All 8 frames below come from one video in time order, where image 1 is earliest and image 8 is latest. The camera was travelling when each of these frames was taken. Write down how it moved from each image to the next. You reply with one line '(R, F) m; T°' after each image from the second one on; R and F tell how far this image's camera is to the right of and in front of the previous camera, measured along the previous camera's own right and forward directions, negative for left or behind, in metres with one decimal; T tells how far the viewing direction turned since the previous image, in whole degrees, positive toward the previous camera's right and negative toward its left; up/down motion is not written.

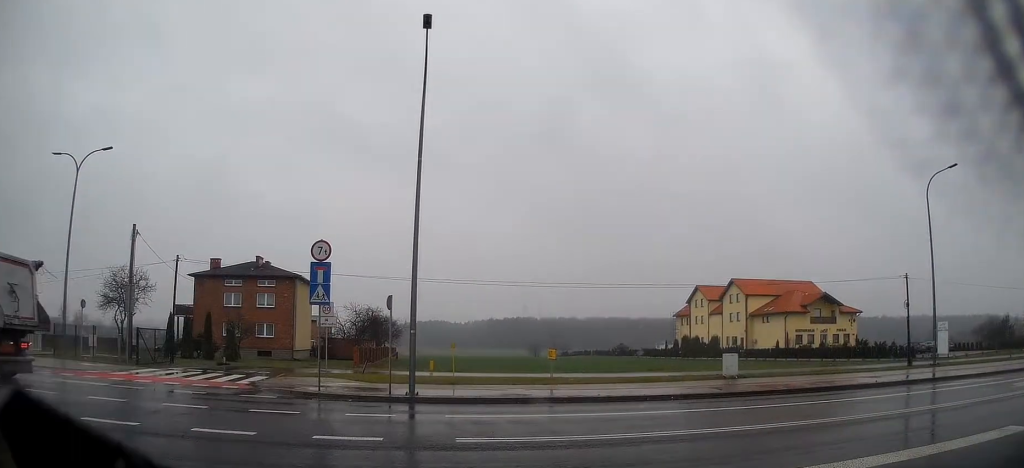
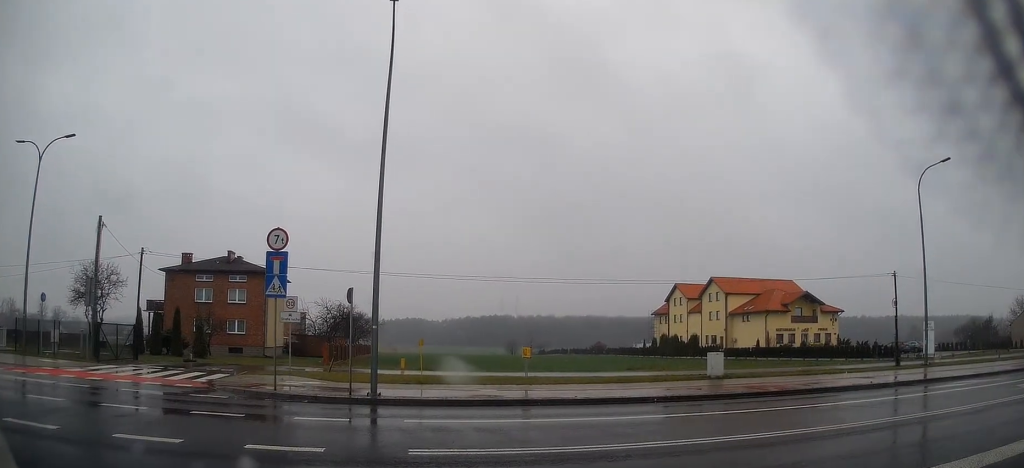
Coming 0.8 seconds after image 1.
(0.0, +1.7) m; +3°
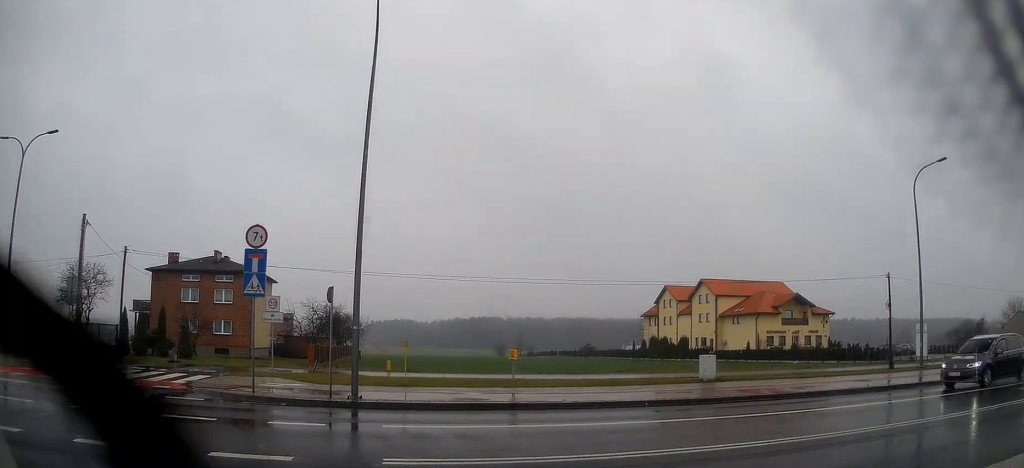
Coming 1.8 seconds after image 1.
(+0.1, +1.6) m; +5°
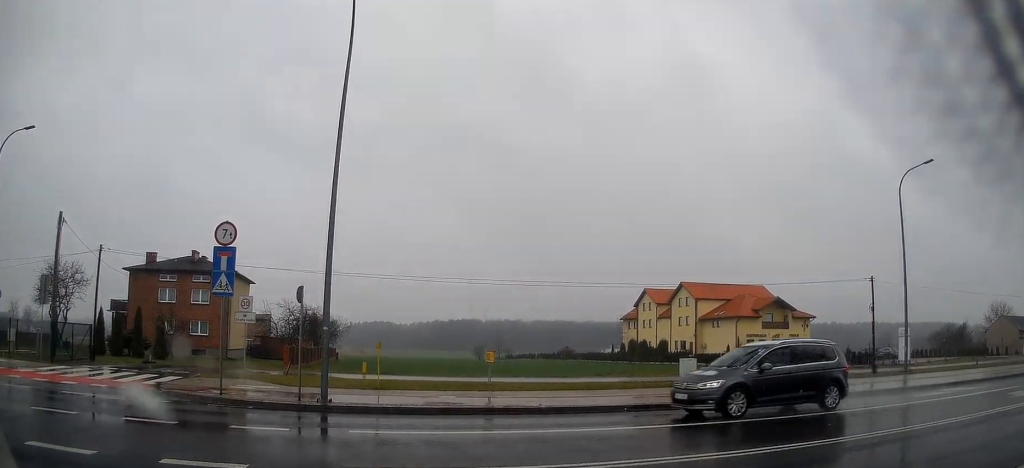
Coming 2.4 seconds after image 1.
(+0.1, +0.7) m; +1°
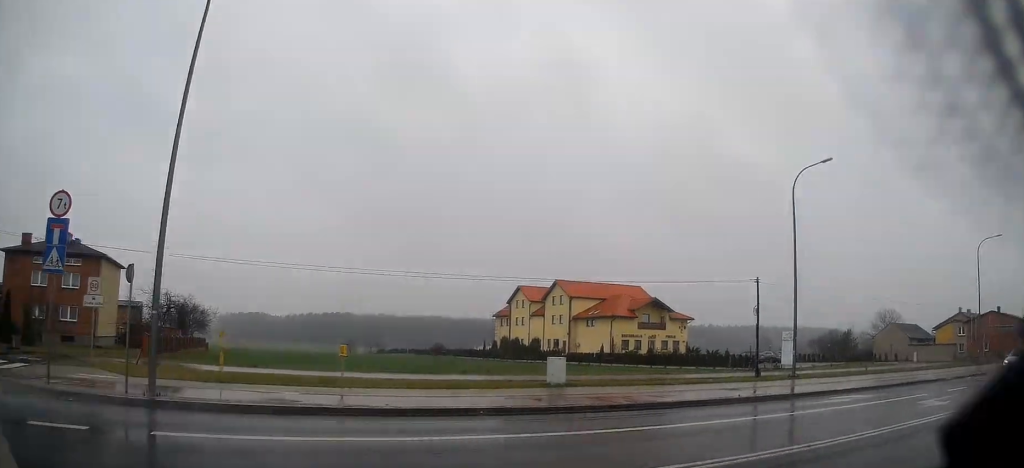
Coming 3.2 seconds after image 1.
(0.0, +1.3) m; +16°
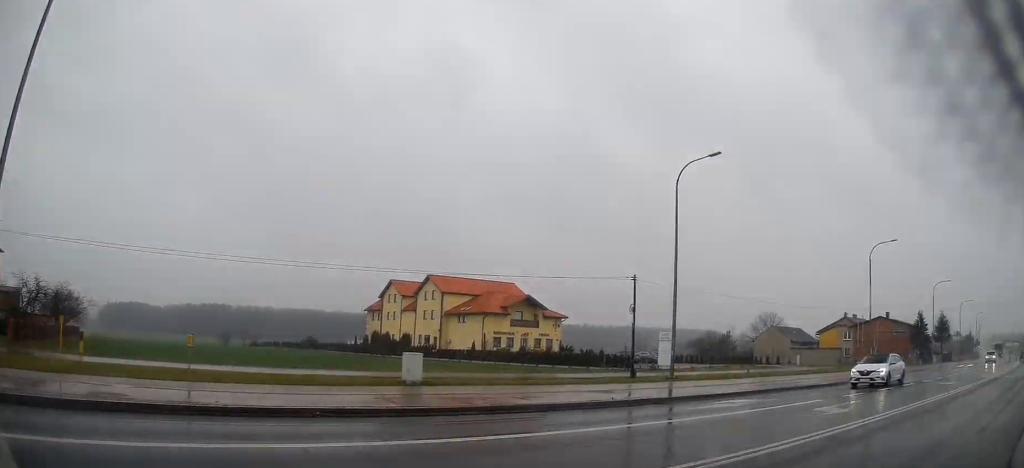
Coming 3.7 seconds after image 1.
(+0.1, +1.0) m; +11°
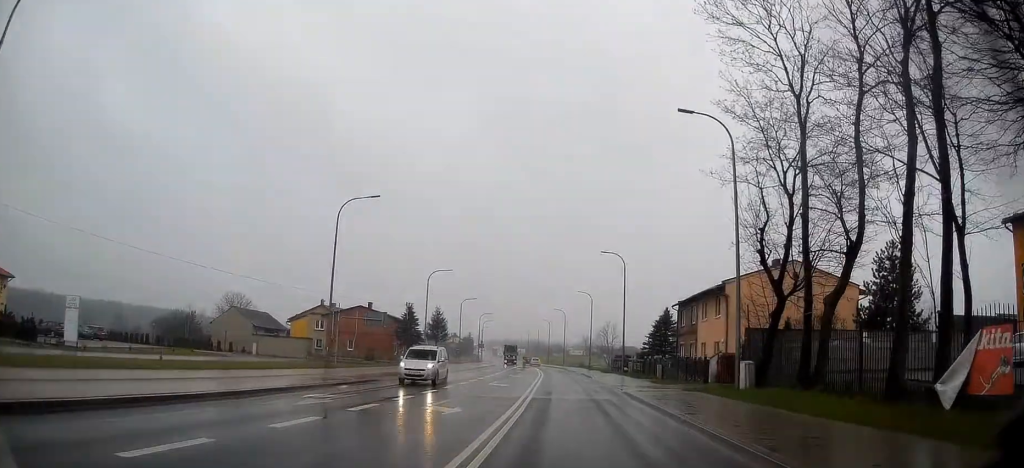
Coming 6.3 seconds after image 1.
(+4.9, +11.0) m; +34°
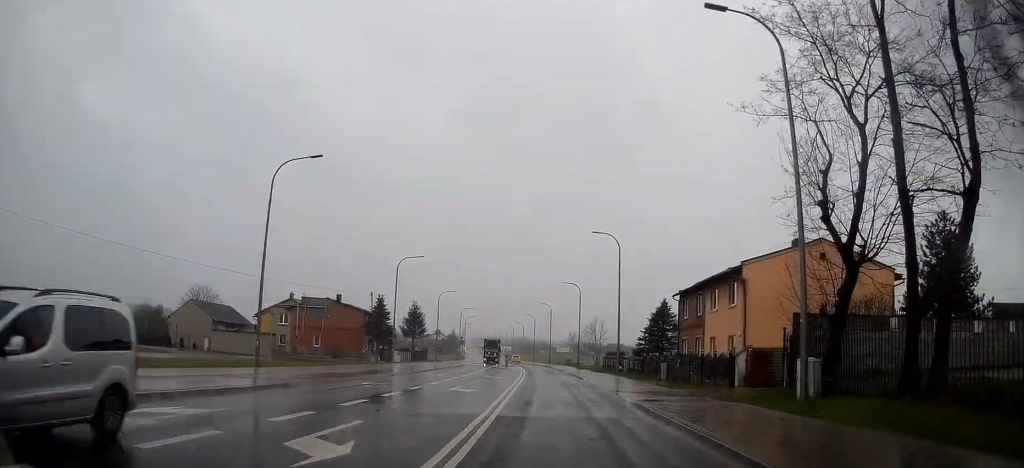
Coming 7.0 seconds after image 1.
(+0.4, +6.3) m; +5°
